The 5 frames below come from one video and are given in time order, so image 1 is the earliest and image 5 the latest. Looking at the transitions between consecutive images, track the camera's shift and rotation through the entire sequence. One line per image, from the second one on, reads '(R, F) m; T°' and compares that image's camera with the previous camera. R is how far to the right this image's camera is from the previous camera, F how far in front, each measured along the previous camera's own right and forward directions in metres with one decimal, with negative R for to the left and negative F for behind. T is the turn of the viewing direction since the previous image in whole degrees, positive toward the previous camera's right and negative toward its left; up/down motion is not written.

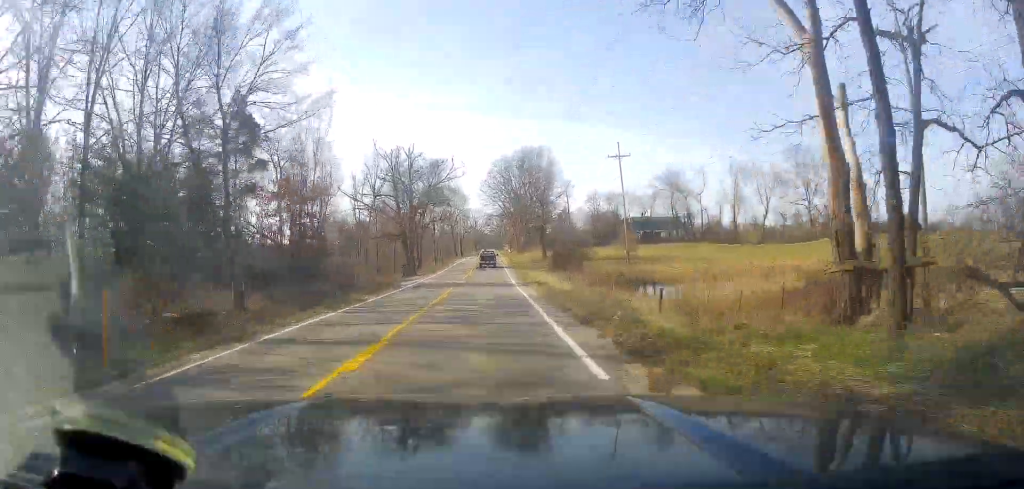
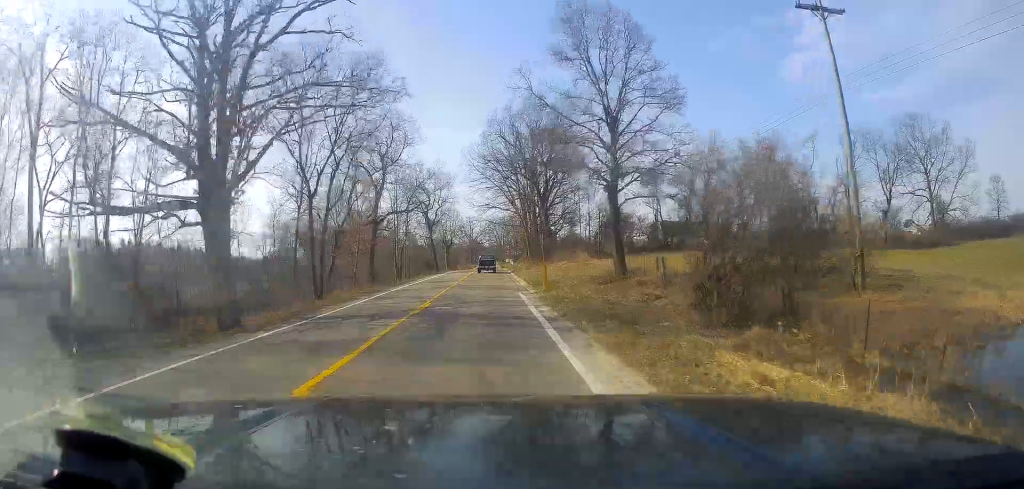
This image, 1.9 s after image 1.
(-1.2, +50.6) m; -2°
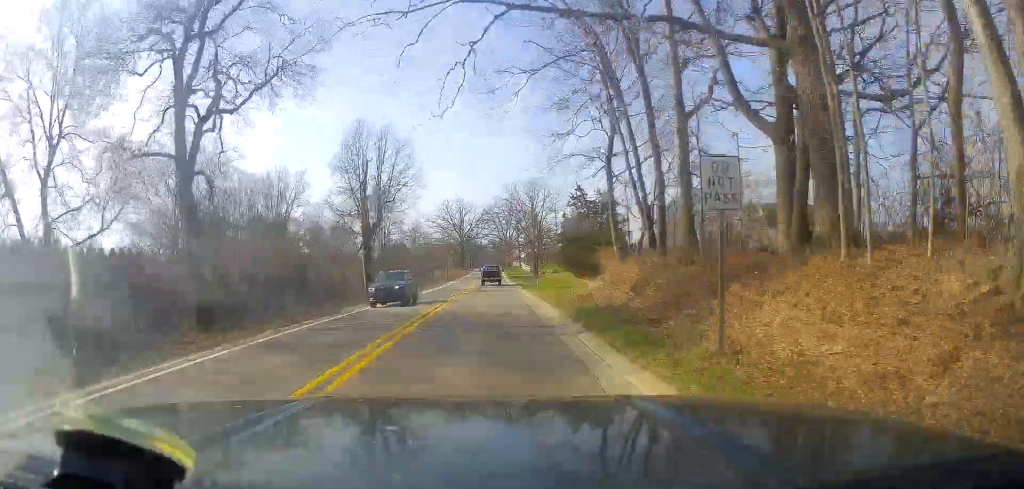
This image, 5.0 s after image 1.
(+3.0, +85.5) m; +2°
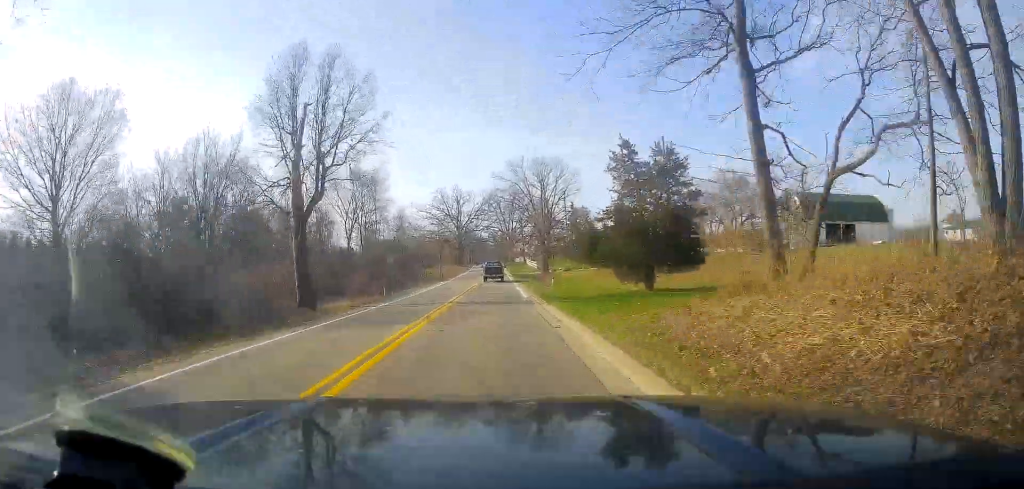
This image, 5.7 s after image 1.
(-0.3, +17.5) m; 0°
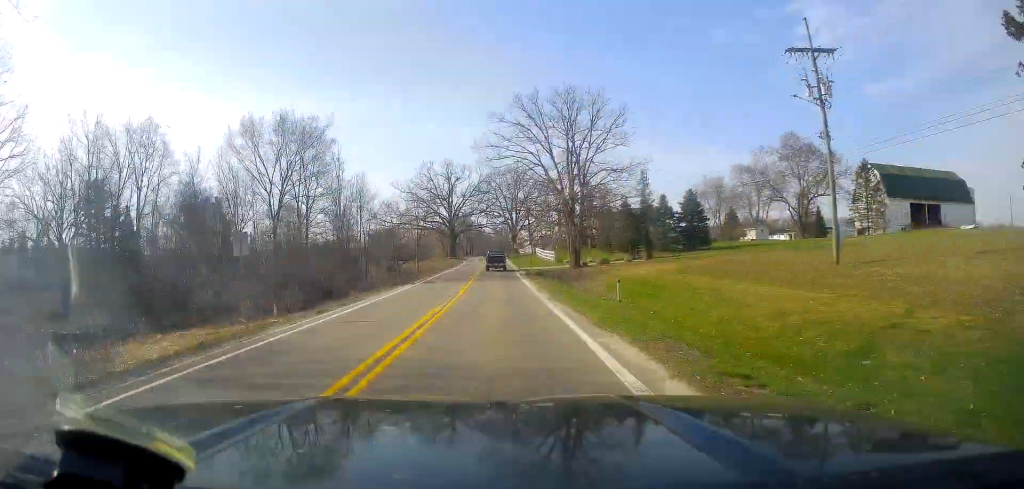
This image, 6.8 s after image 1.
(+0.2, +29.1) m; -1°
